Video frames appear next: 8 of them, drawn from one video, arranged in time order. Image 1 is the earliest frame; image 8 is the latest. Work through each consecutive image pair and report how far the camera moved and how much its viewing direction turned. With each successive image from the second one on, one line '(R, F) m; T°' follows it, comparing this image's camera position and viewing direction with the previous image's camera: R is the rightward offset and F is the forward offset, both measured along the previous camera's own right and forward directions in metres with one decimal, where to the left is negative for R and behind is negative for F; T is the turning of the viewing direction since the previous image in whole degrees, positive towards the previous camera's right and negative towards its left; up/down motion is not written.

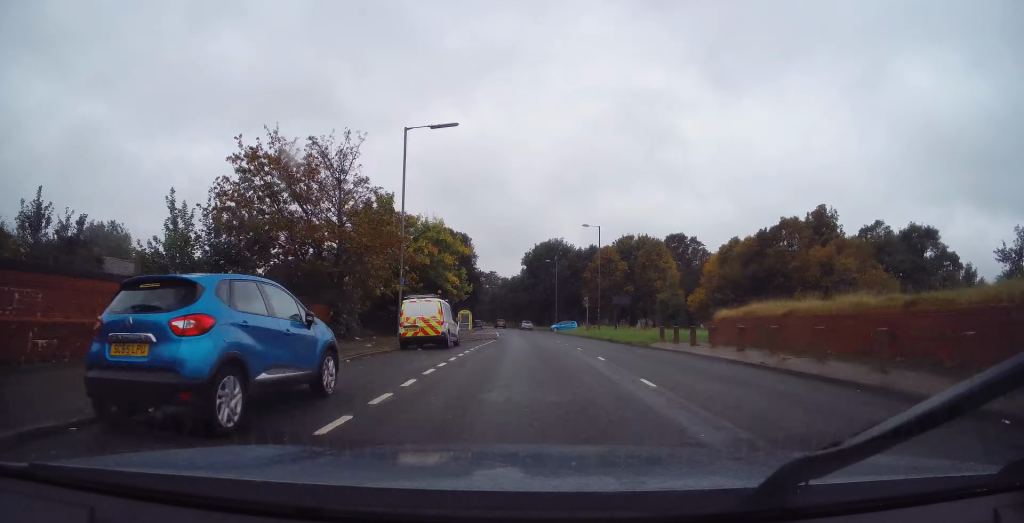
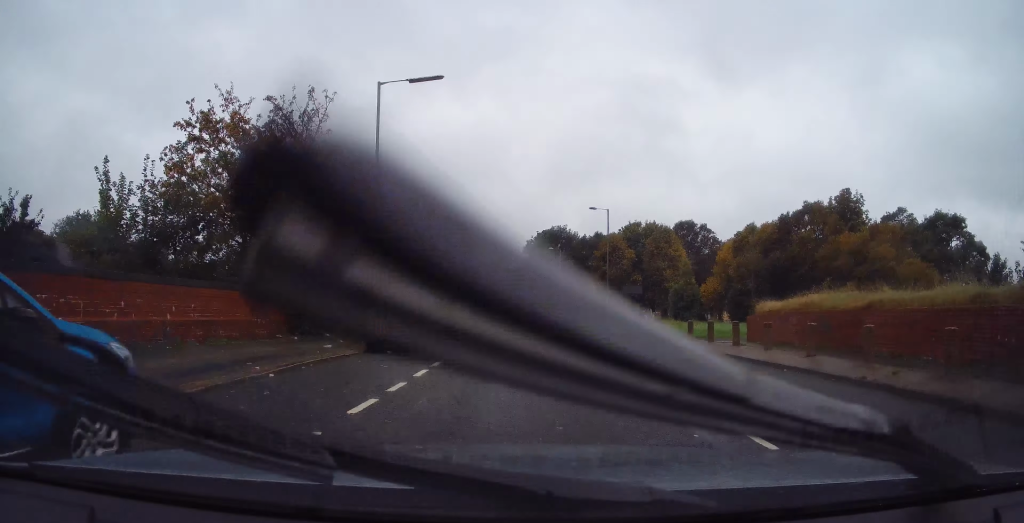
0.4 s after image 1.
(+0.2, +4.4) m; +1°
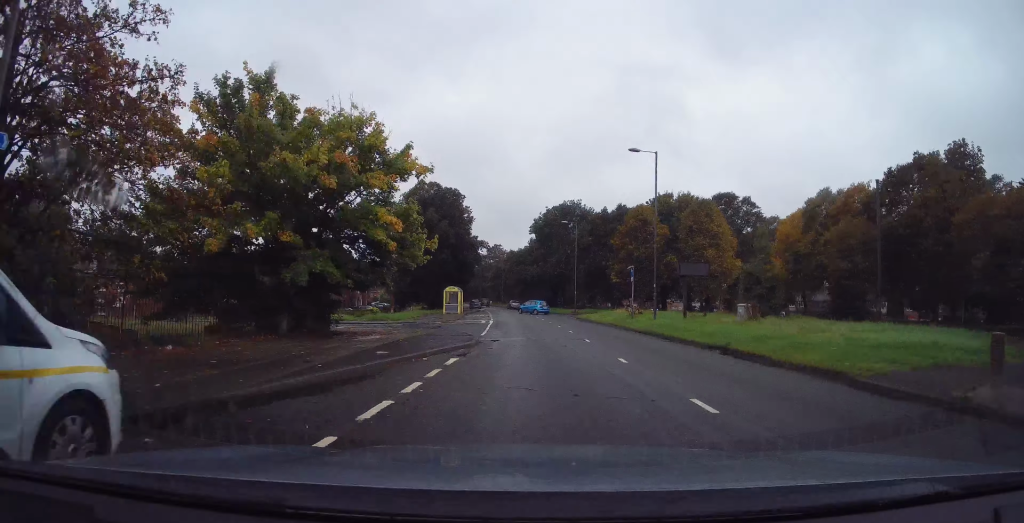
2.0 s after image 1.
(0.0, +15.9) m; 0°
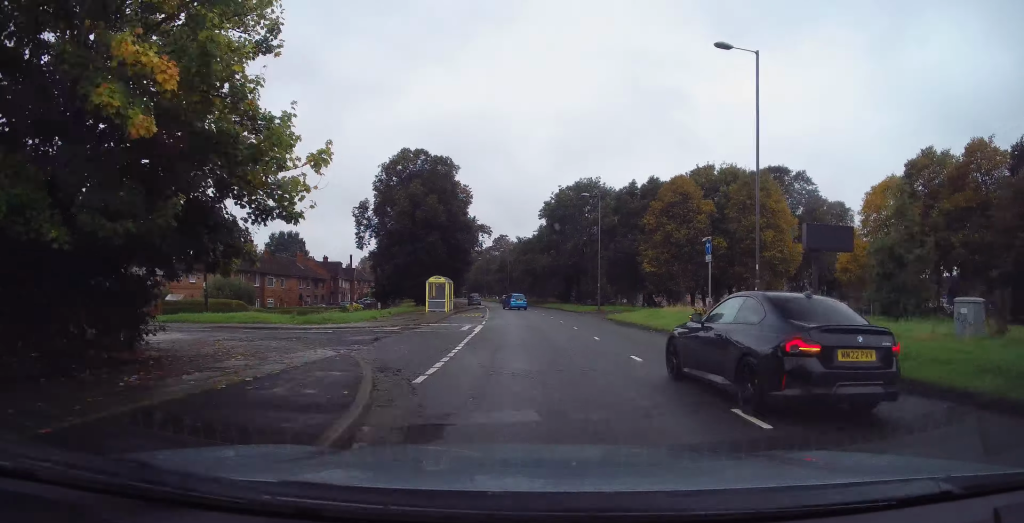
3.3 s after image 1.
(-0.1, +13.9) m; -1°
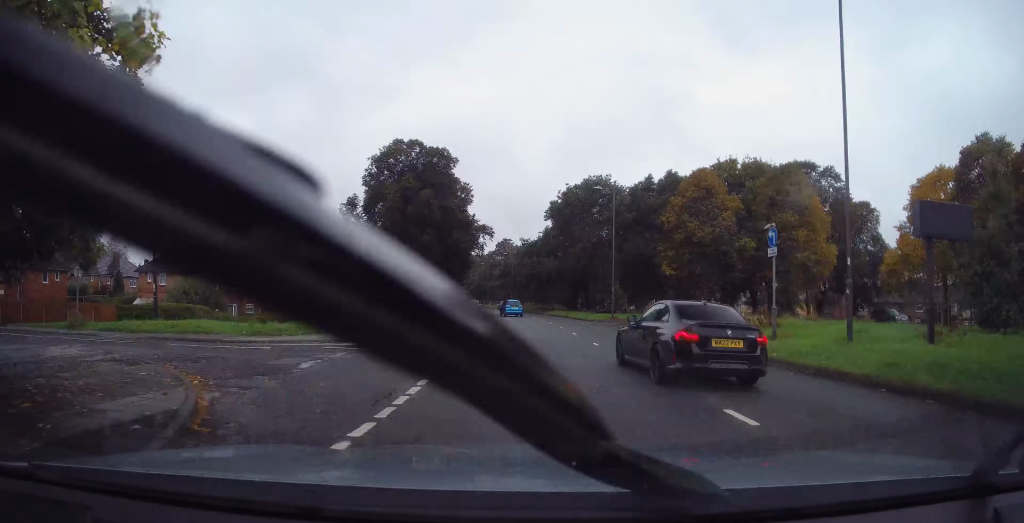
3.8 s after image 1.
(-0.2, +5.6) m; 0°
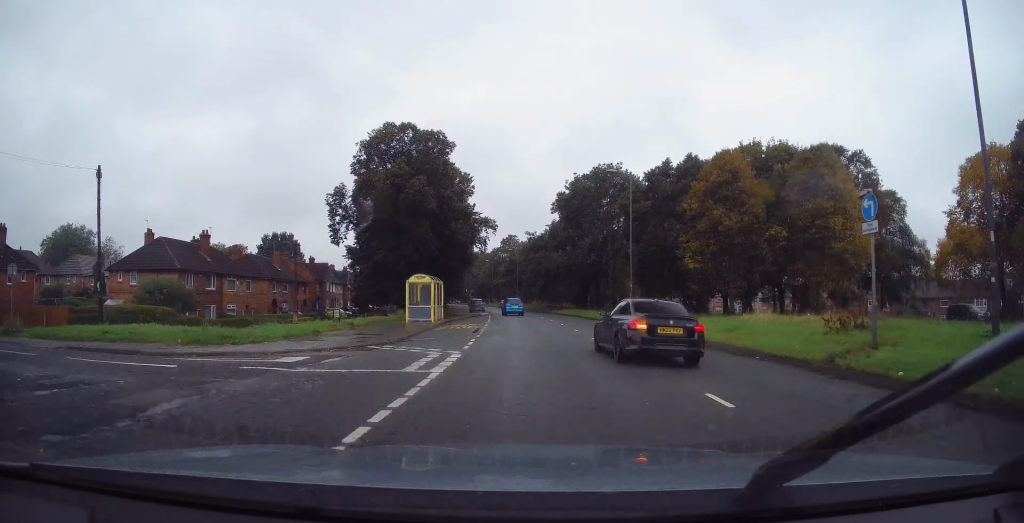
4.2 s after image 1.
(+0.2, +5.0) m; -1°
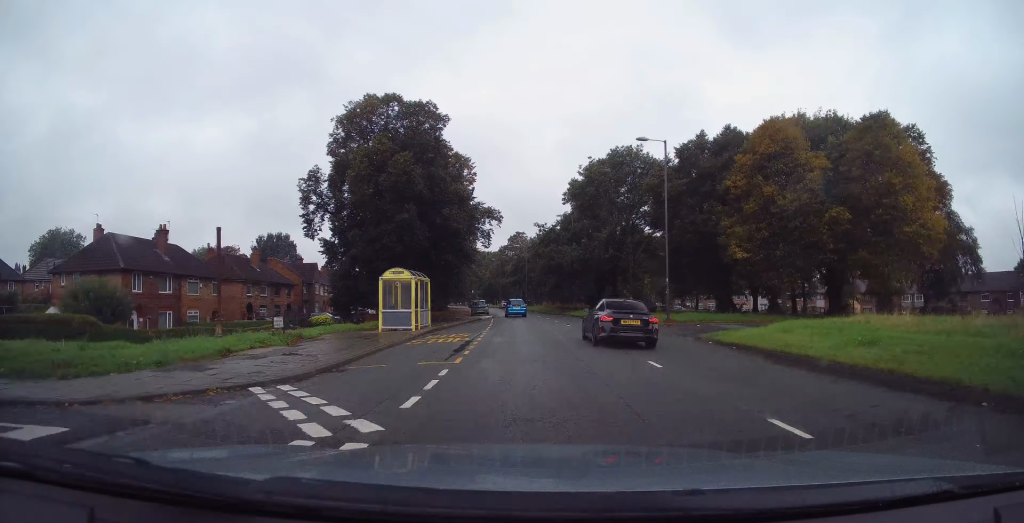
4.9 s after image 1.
(+0.2, +7.8) m; -1°
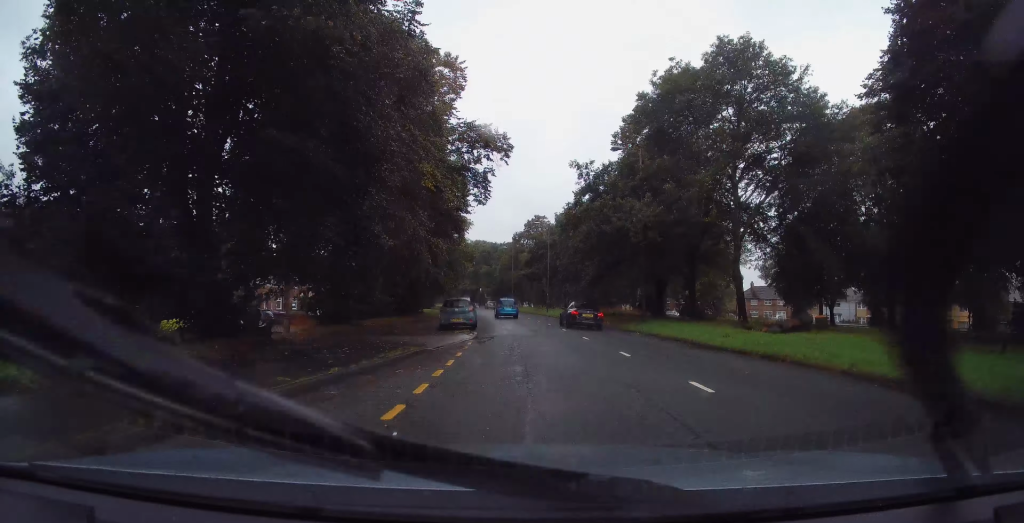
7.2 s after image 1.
(-1.0, +27.0) m; -1°
